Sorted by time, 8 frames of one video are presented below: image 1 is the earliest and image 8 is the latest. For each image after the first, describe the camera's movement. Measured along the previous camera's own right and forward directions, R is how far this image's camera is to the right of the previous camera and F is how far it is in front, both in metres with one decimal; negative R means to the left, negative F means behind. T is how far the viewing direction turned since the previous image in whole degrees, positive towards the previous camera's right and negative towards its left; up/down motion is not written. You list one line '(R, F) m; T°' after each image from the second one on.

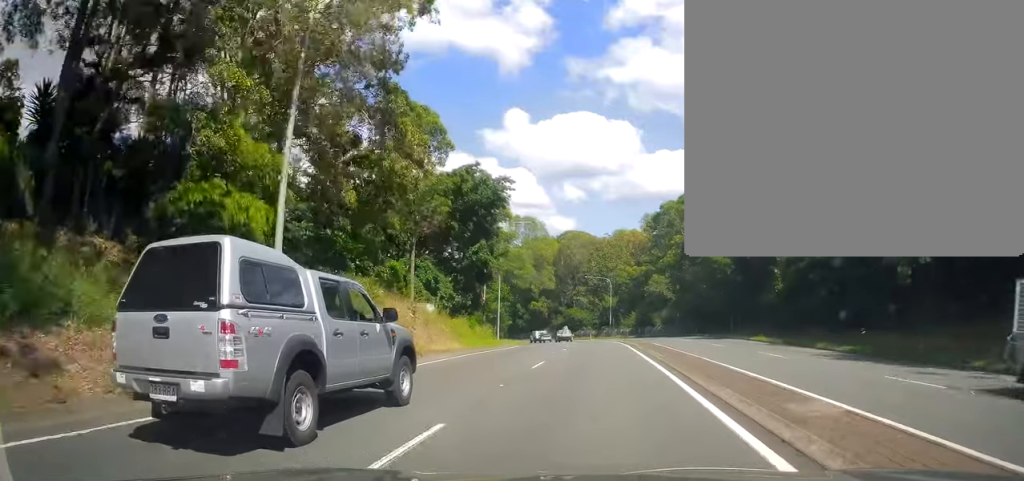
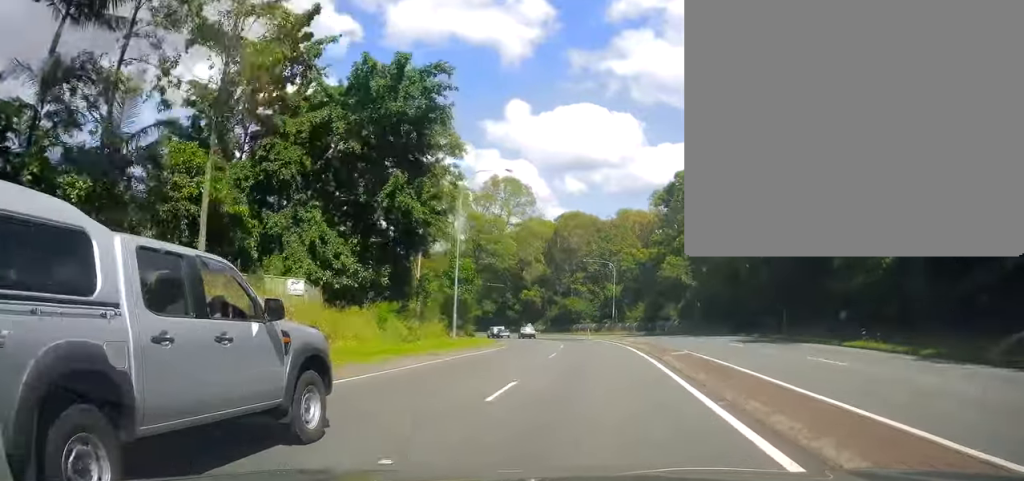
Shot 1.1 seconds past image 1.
(+0.2, +19.3) m; 0°
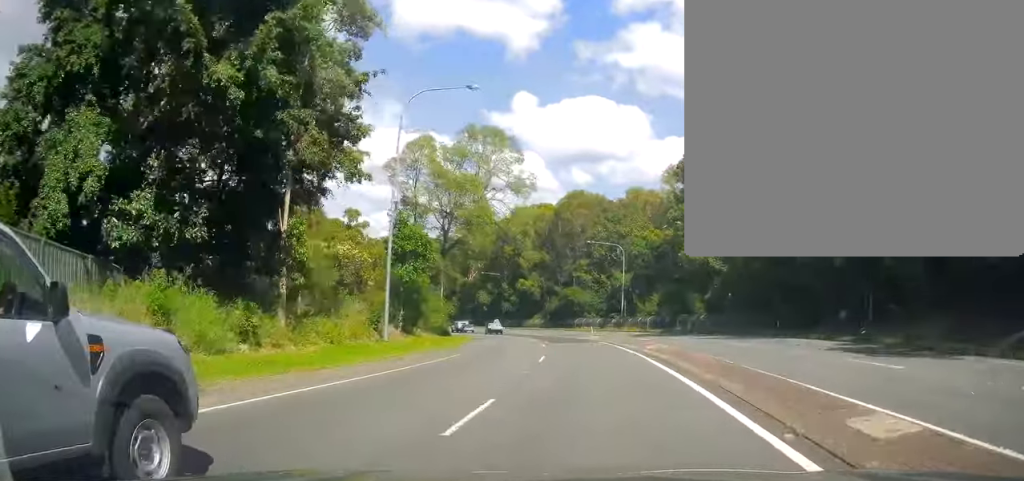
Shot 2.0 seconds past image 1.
(-0.4, +15.1) m; +1°
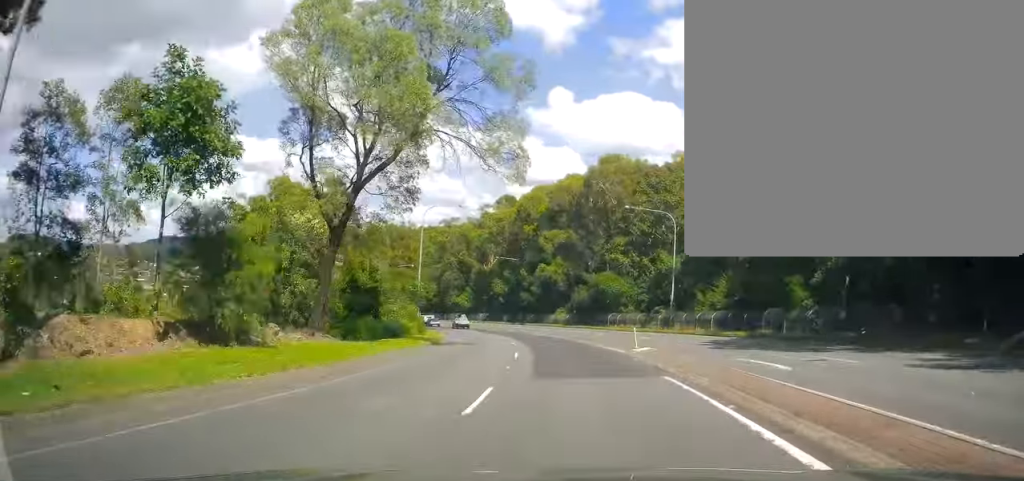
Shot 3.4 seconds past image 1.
(+0.5, +22.5) m; -1°
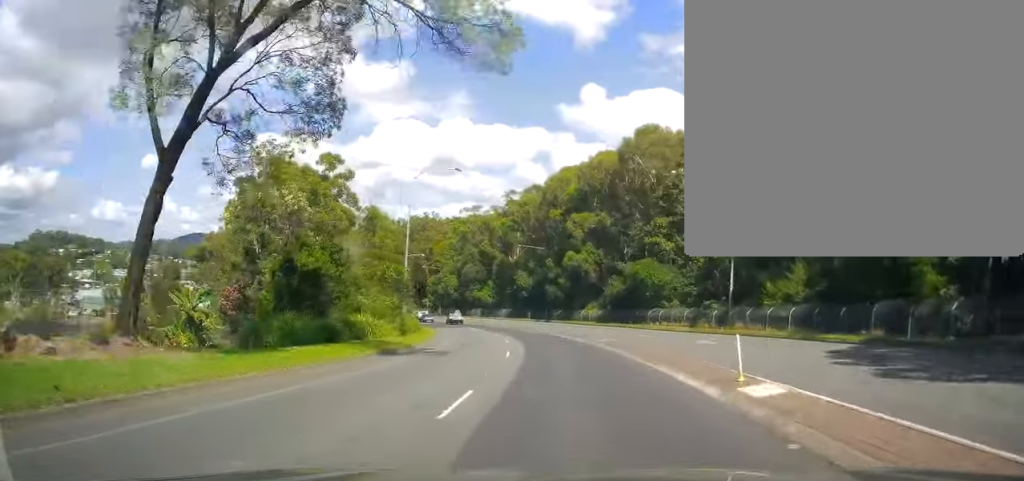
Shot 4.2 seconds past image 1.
(-0.2, +12.5) m; -3°
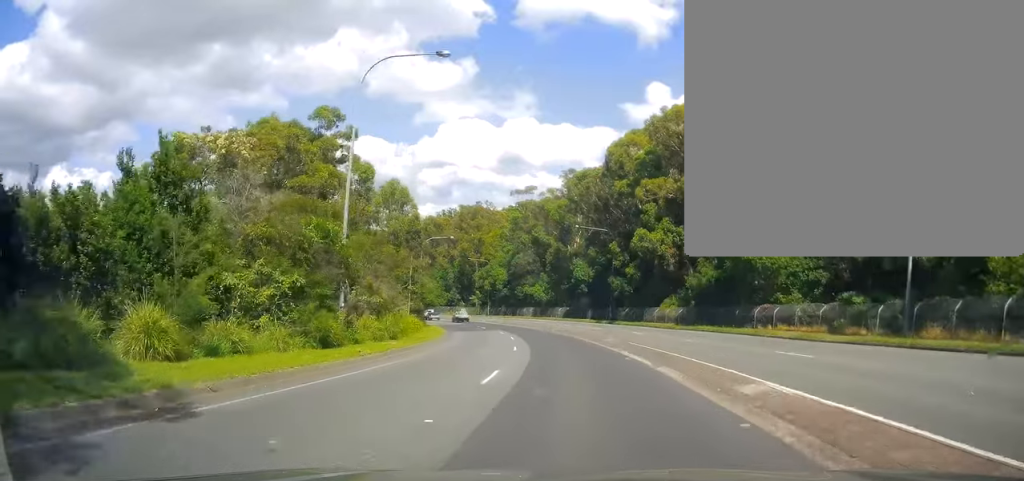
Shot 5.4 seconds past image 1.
(-0.6, +19.3) m; -4°
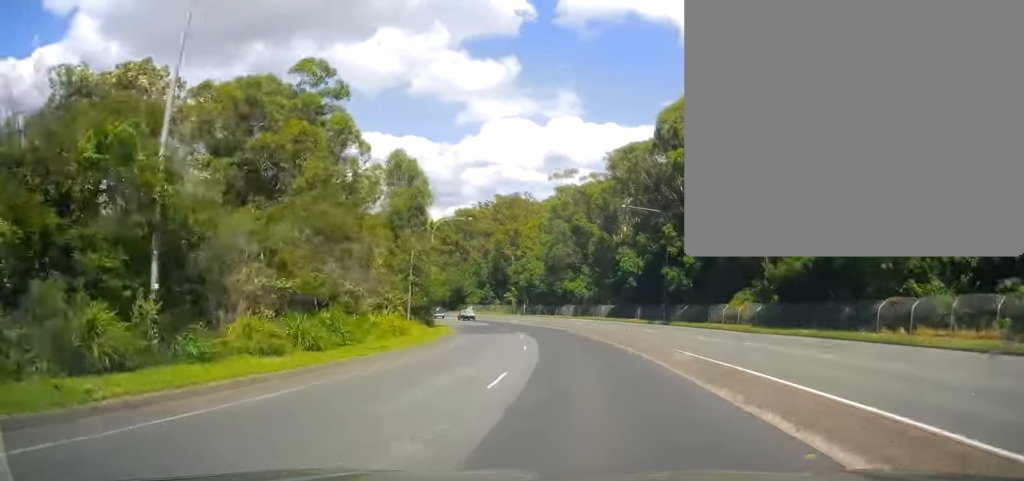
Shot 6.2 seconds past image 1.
(-0.1, +12.8) m; -4°
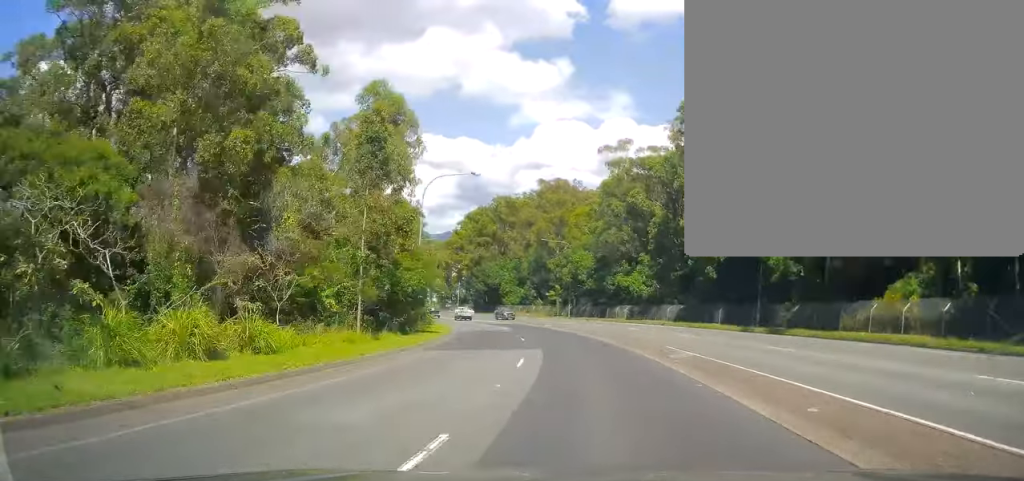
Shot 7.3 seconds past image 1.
(-1.3, +18.3) m; -5°
